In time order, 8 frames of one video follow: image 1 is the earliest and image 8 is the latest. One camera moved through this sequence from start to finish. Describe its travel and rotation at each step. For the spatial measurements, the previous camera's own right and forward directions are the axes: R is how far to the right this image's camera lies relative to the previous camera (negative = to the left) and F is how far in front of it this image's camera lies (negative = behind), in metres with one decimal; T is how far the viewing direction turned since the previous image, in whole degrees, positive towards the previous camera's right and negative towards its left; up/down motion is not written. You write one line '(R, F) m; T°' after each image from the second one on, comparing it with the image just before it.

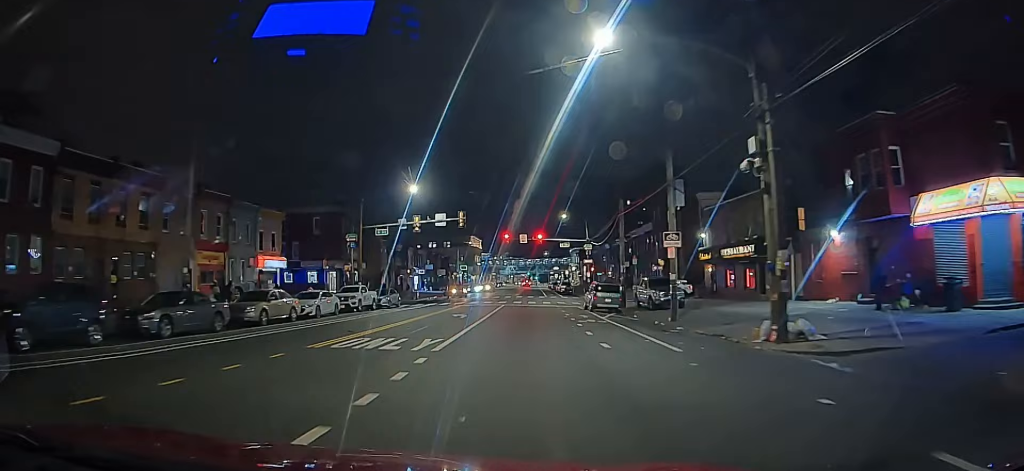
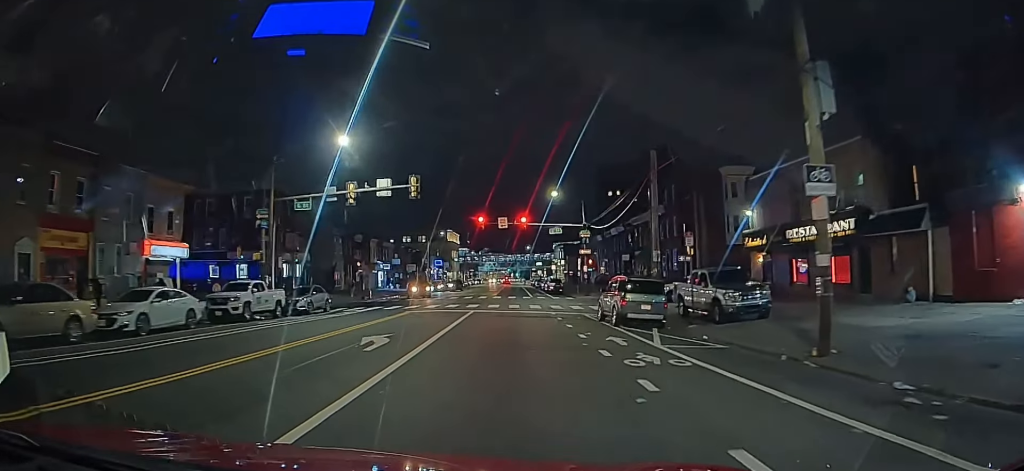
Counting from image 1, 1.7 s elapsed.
(+0.3, +12.3) m; +4°
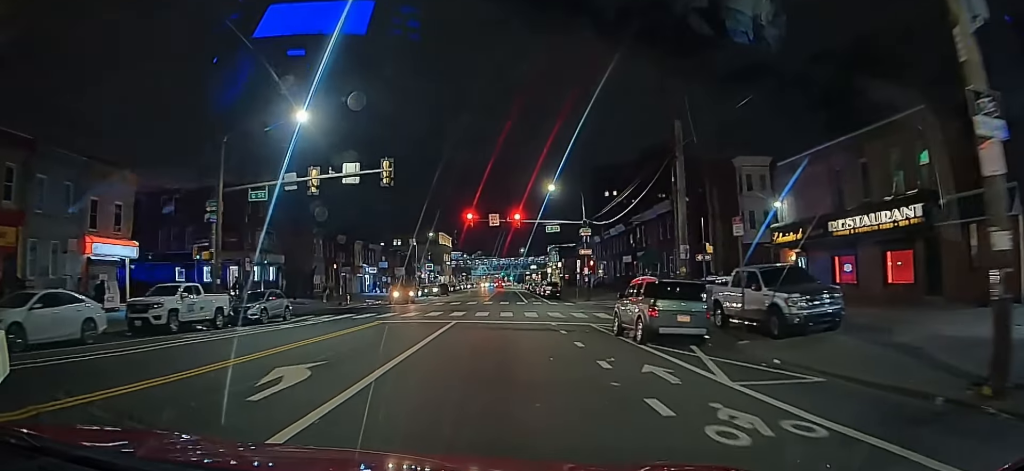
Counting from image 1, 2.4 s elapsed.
(+0.2, +4.4) m; 0°
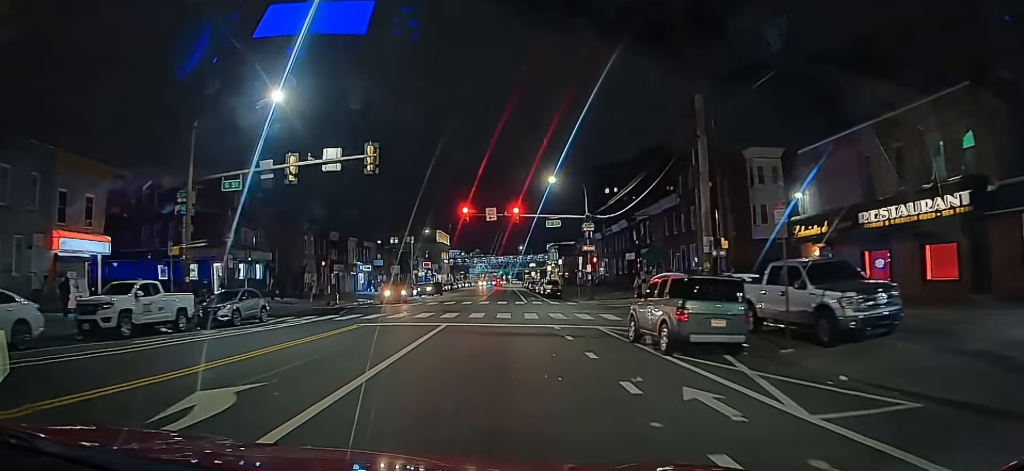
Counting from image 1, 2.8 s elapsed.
(-0.1, +2.4) m; -1°
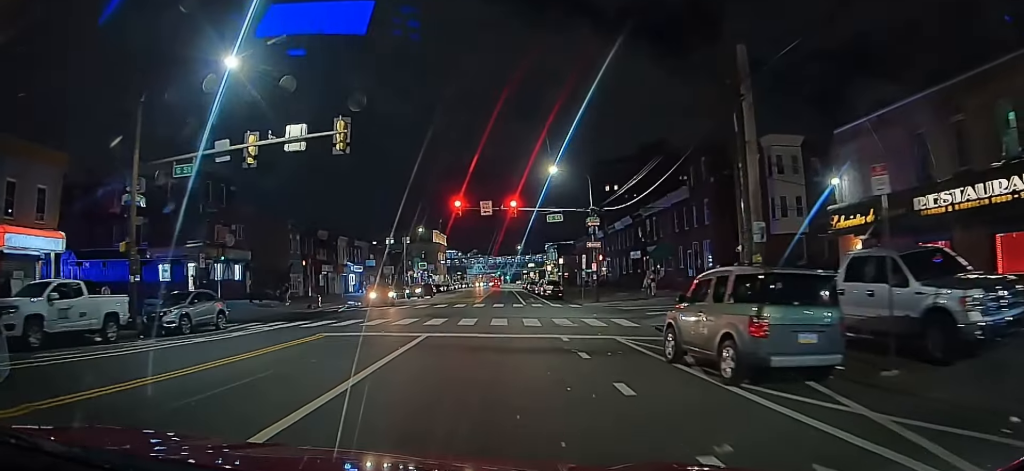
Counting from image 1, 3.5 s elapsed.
(-0.1, +3.5) m; -2°
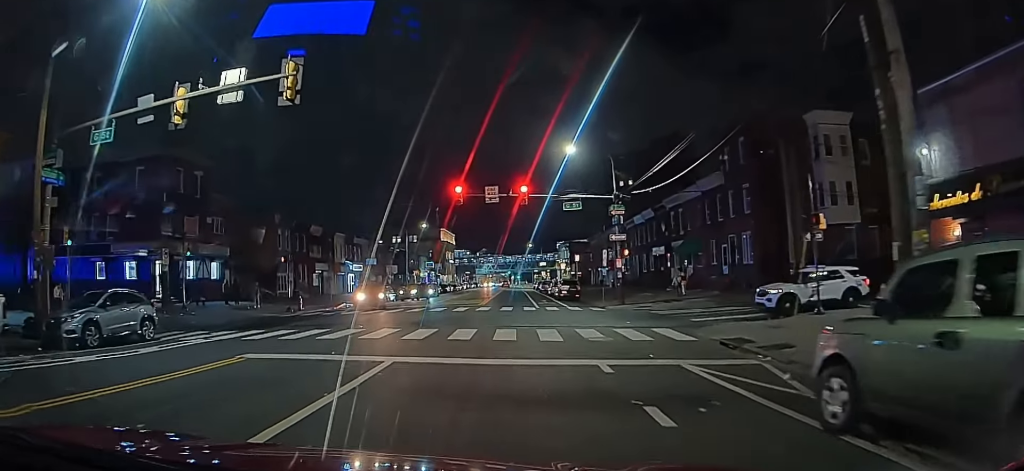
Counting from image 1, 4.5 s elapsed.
(0.0, +5.1) m; 0°
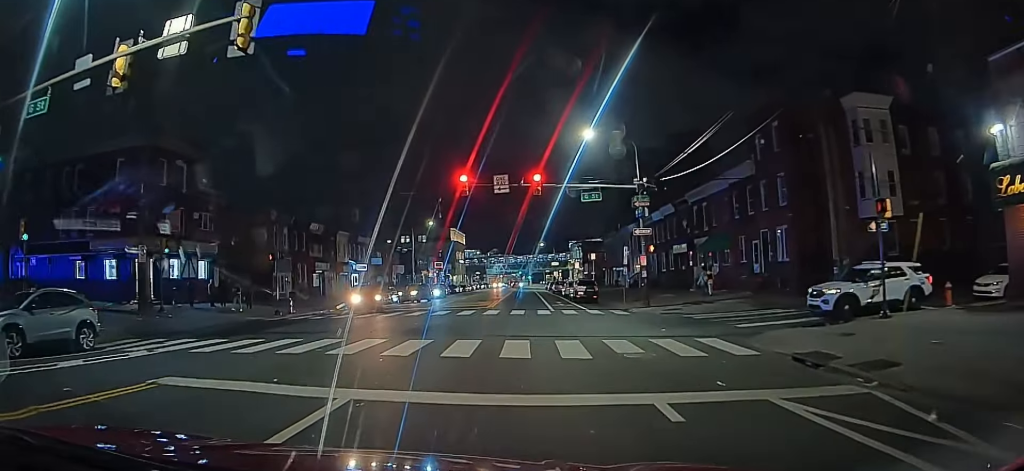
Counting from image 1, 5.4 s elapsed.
(0.0, +3.1) m; +1°
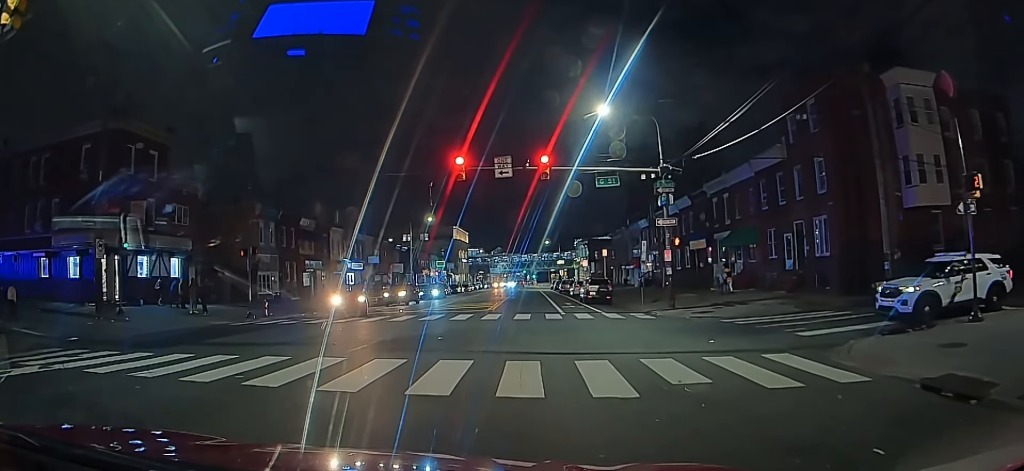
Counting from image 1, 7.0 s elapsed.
(0.0, +4.3) m; 0°
